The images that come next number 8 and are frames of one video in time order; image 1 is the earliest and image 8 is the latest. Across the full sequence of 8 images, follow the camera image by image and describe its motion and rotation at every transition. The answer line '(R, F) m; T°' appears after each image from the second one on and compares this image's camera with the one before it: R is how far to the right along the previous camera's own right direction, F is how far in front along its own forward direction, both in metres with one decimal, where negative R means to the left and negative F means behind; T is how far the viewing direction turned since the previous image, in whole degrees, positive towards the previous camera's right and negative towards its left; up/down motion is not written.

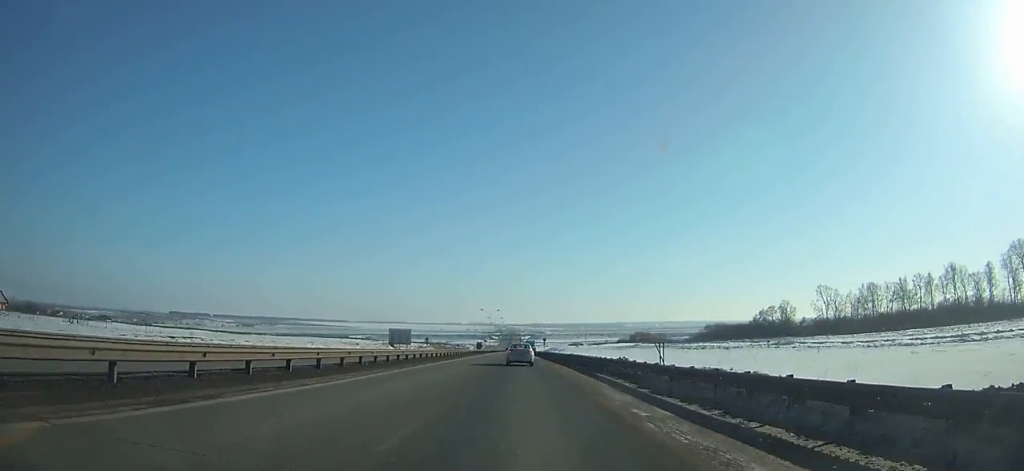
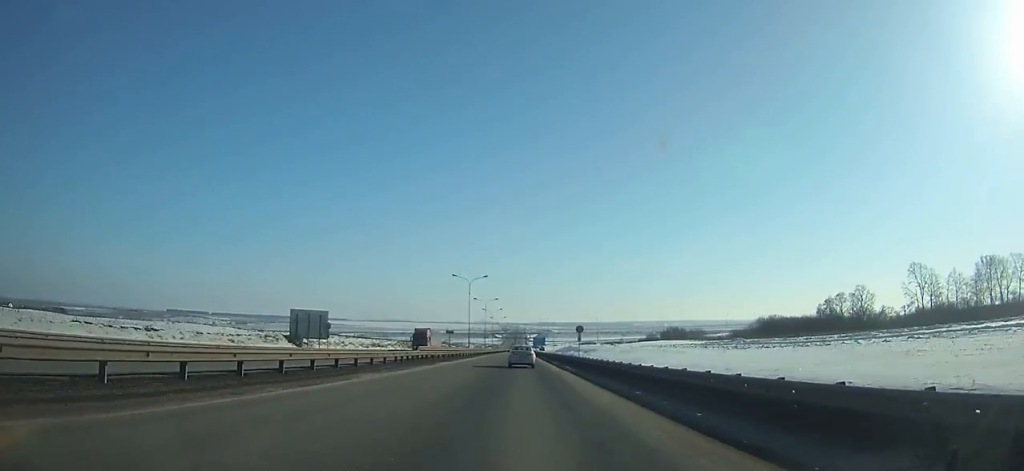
(-0.3, +77.4) m; 0°
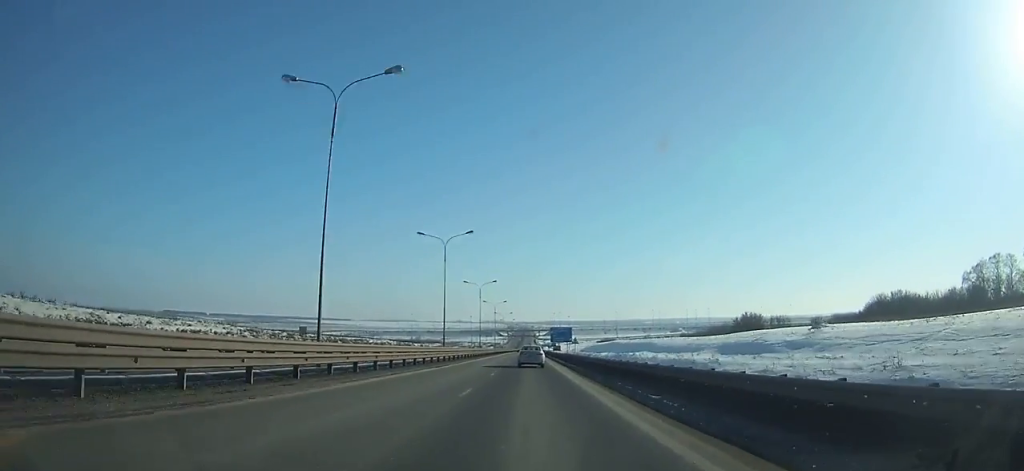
(-0.6, +104.8) m; -1°
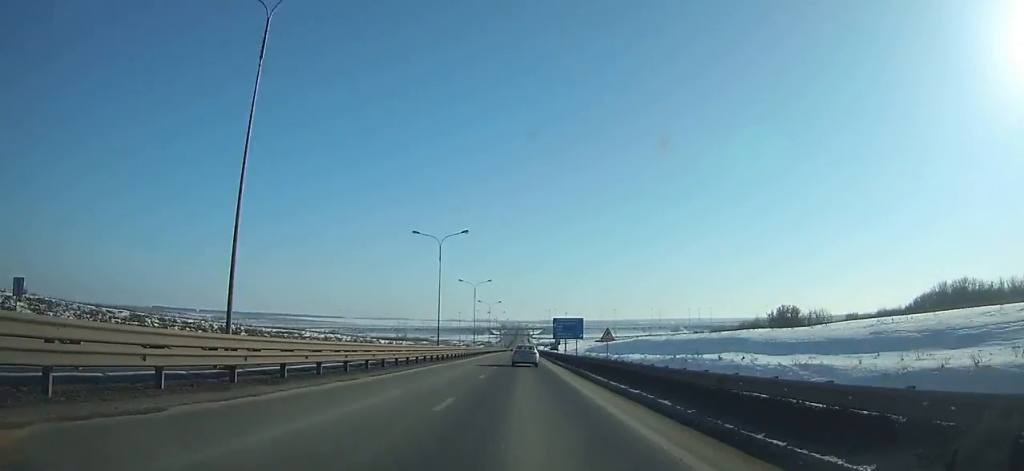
(0.0, +39.1) m; 0°
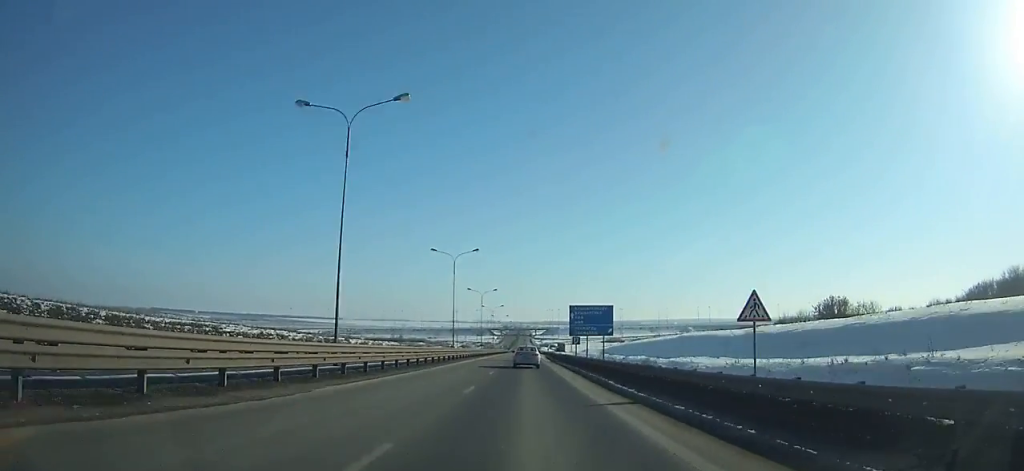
(-0.1, +30.3) m; 0°
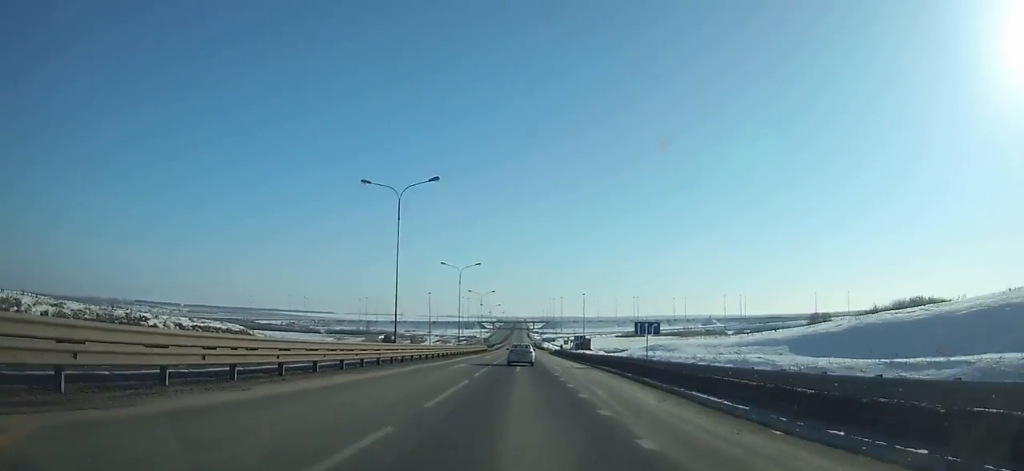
(+0.3, +106.3) m; 0°
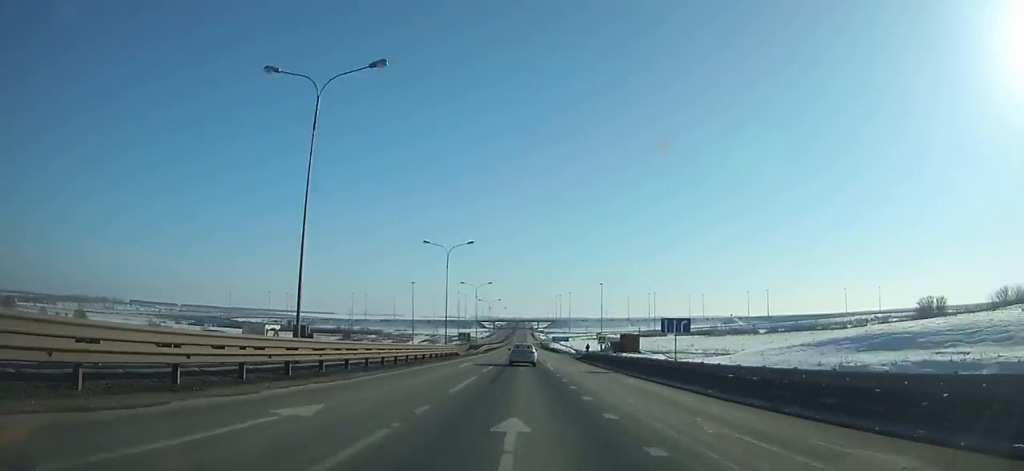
(-0.1, +57.1) m; 0°
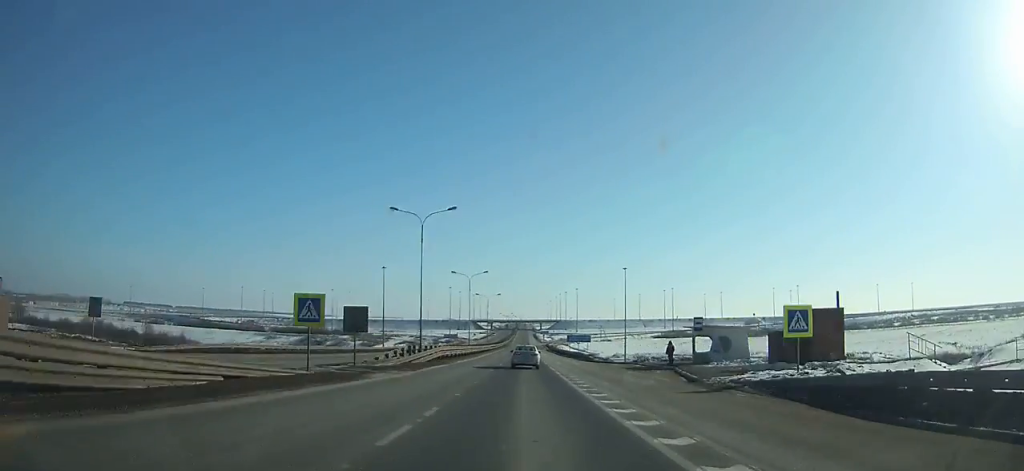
(+0.1, +55.5) m; 0°
